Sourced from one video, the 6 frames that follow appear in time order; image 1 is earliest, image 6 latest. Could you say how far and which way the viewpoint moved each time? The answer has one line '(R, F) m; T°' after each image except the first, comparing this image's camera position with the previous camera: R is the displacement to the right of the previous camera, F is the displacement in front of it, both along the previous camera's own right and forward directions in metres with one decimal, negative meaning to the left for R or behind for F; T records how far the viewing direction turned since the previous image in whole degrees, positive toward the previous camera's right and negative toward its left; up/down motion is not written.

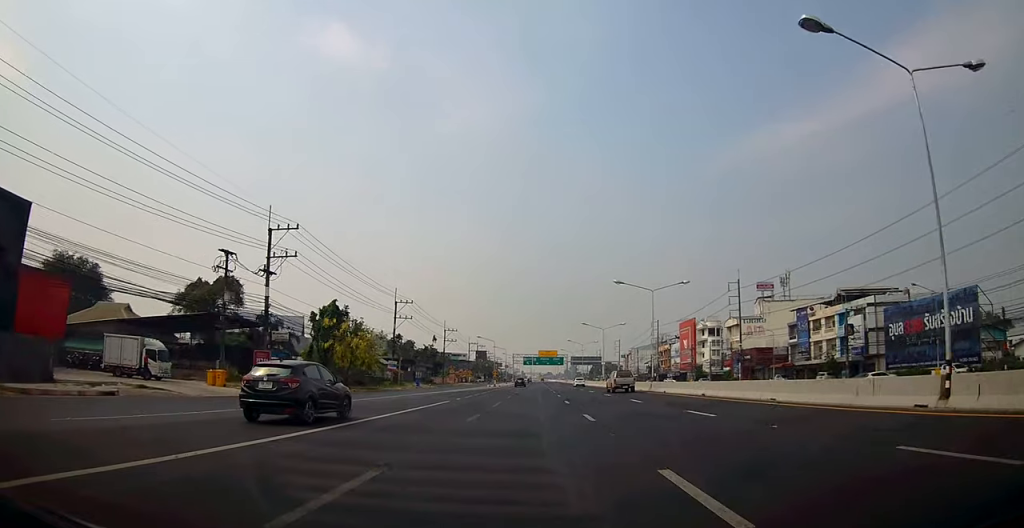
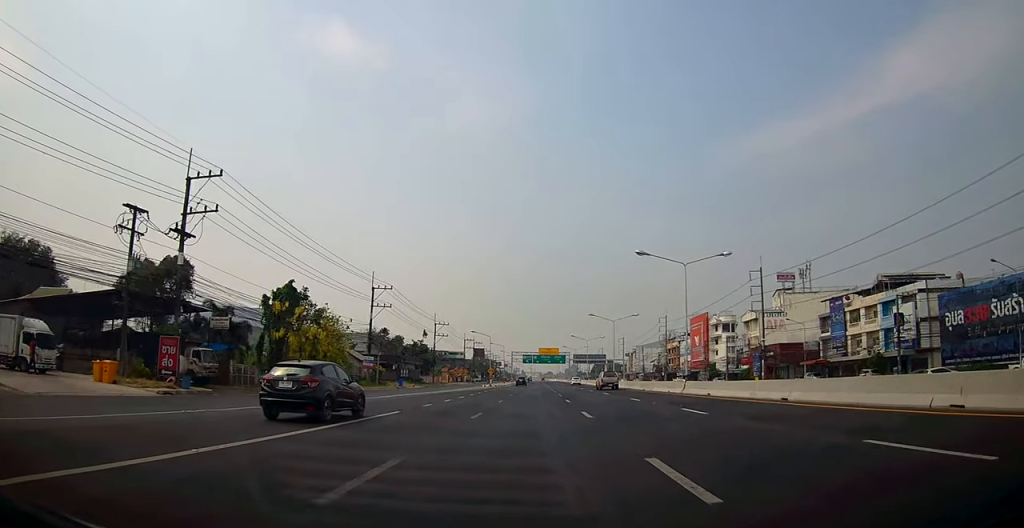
(+0.1, +11.3) m; -2°
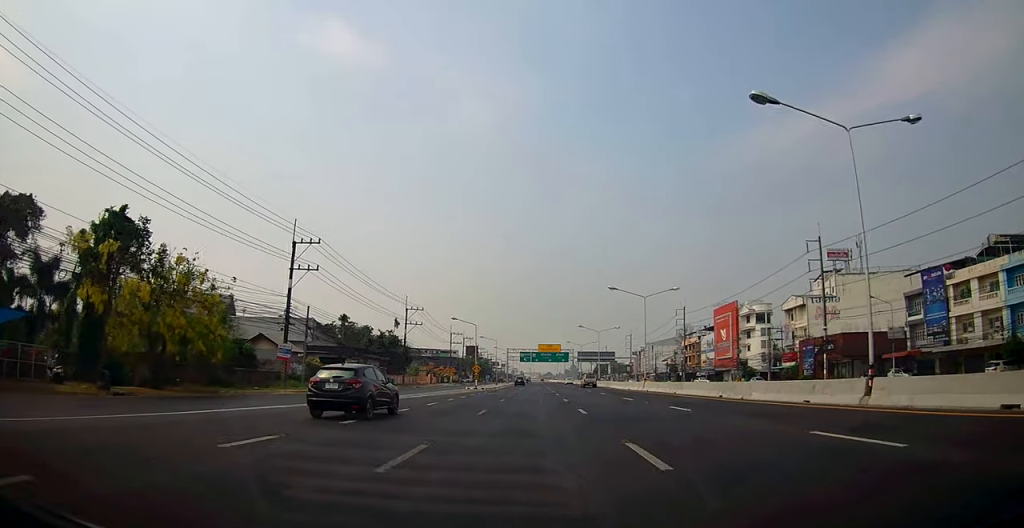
(-0.6, +22.1) m; 0°
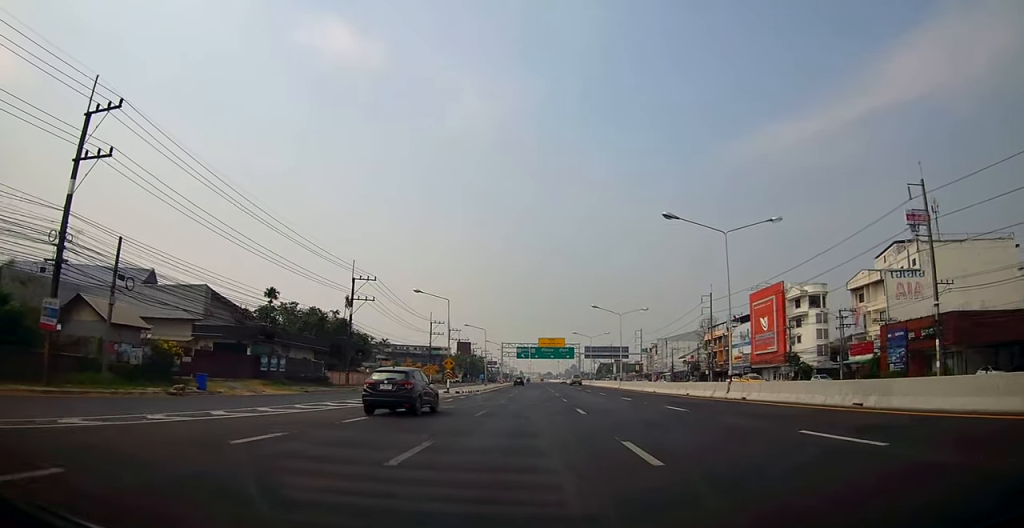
(0.0, +23.2) m; +1°
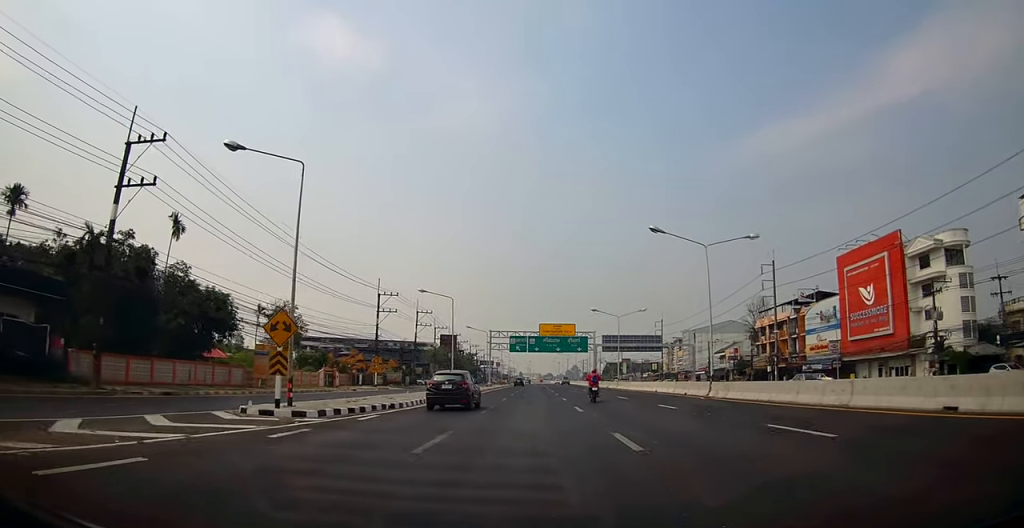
(-0.3, +33.6) m; 0°
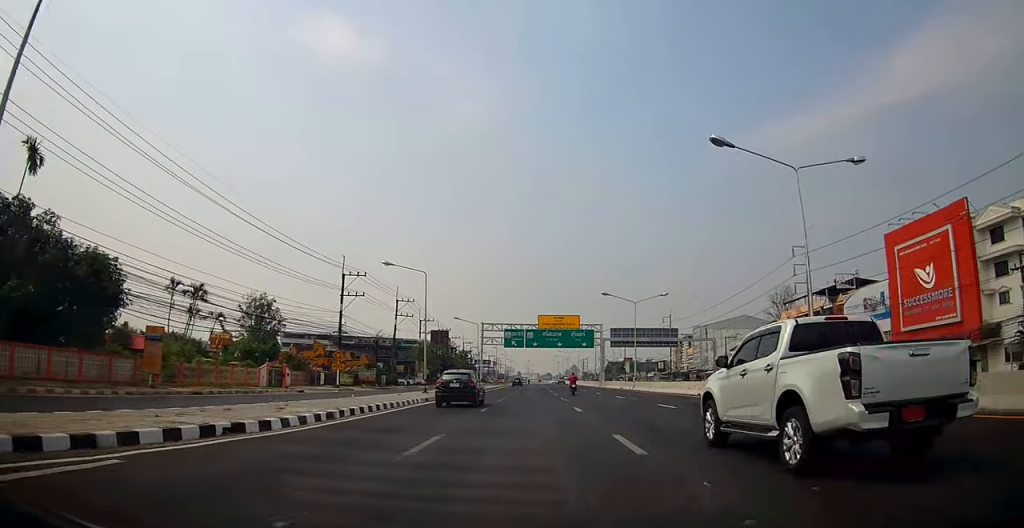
(+0.6, +12.5) m; +3°
